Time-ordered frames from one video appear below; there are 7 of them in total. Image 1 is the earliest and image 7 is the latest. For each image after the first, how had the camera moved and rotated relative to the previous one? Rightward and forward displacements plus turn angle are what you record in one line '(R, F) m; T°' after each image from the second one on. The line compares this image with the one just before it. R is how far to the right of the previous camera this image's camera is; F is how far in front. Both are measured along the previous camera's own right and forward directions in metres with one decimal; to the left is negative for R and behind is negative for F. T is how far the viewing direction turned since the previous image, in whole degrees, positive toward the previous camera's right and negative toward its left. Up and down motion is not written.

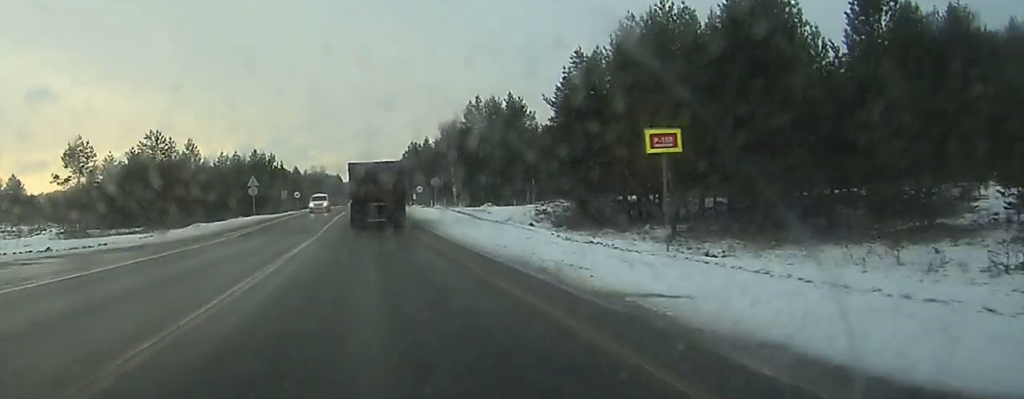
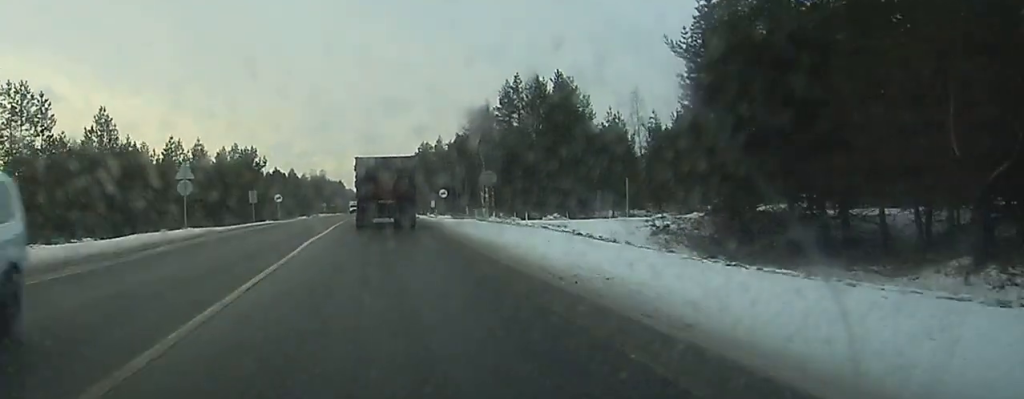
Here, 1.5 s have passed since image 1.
(+0.1, +35.1) m; +1°
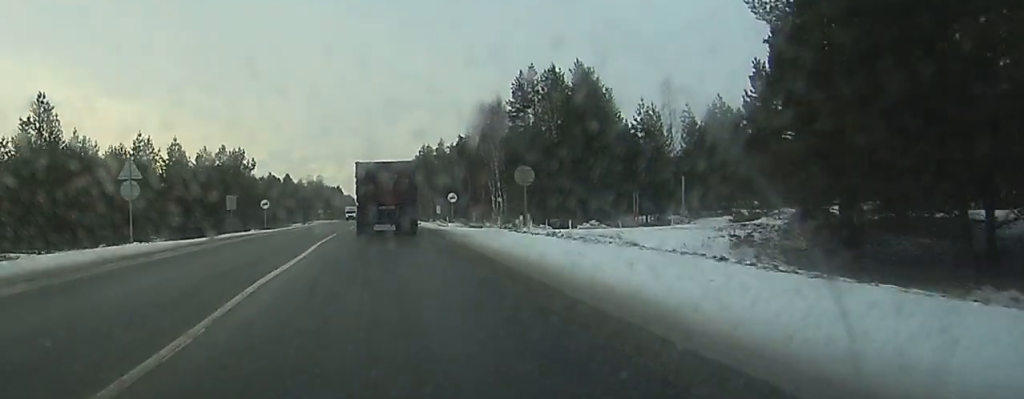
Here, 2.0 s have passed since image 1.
(0.0, +12.2) m; 0°
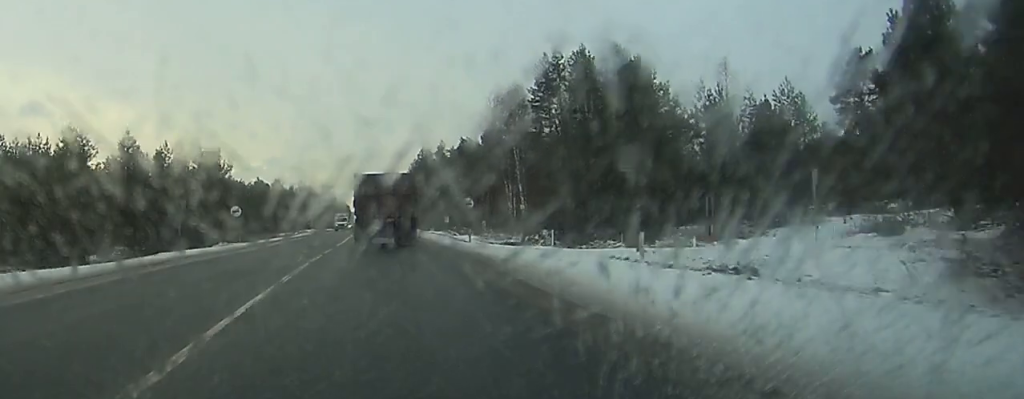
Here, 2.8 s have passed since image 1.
(+0.4, +17.3) m; -1°
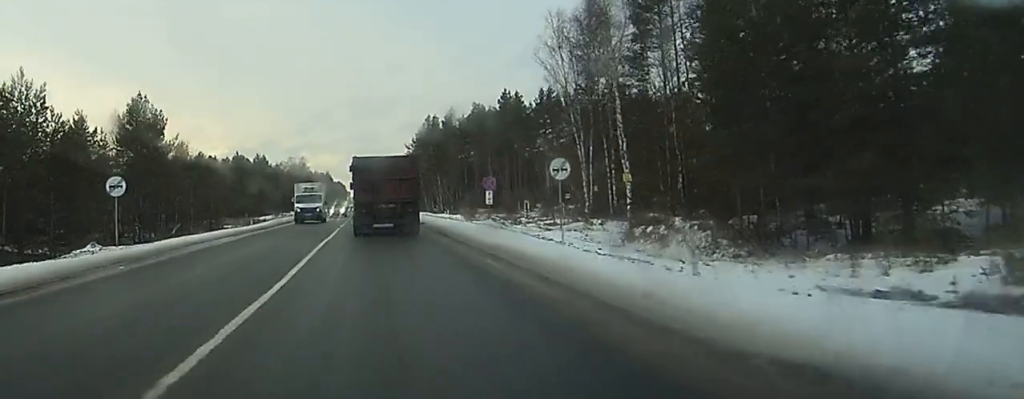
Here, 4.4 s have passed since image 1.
(-0.9, +34.6) m; 0°
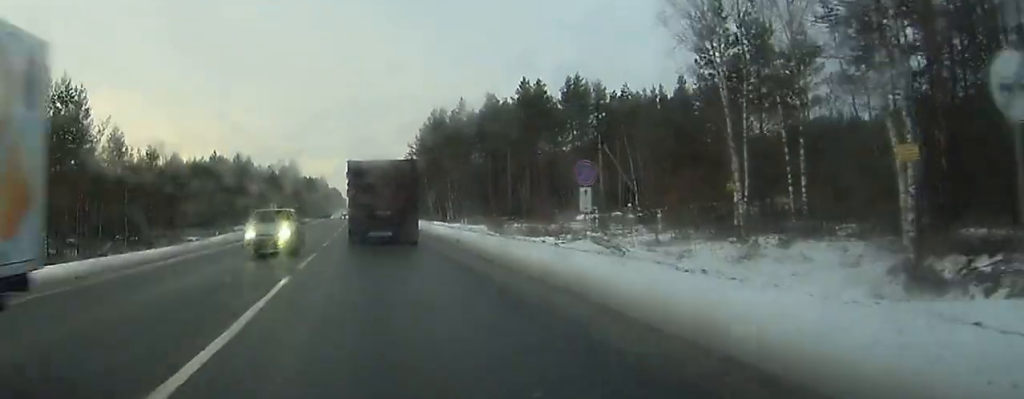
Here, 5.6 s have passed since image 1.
(+0.5, +26.8) m; +1°
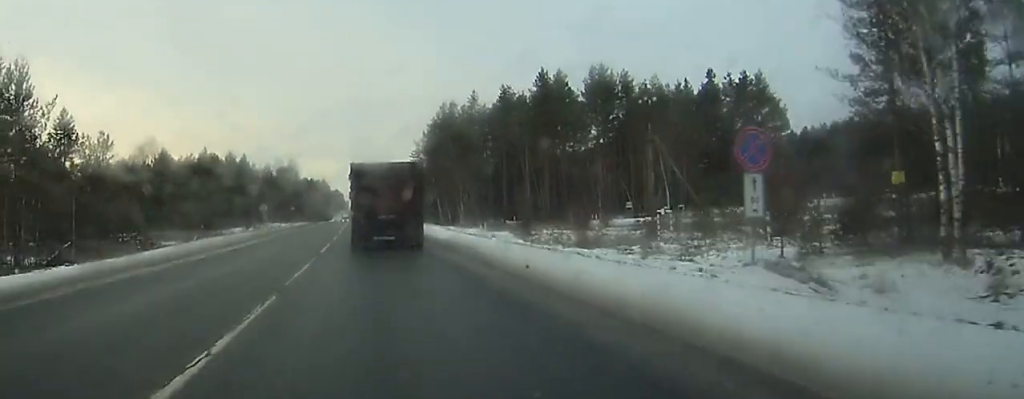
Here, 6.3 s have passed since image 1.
(0.0, +14.3) m; 0°
